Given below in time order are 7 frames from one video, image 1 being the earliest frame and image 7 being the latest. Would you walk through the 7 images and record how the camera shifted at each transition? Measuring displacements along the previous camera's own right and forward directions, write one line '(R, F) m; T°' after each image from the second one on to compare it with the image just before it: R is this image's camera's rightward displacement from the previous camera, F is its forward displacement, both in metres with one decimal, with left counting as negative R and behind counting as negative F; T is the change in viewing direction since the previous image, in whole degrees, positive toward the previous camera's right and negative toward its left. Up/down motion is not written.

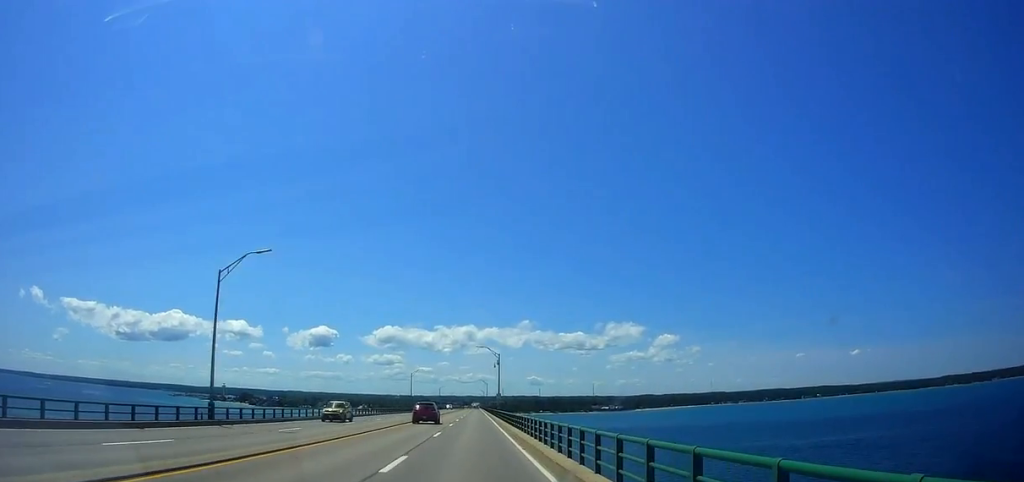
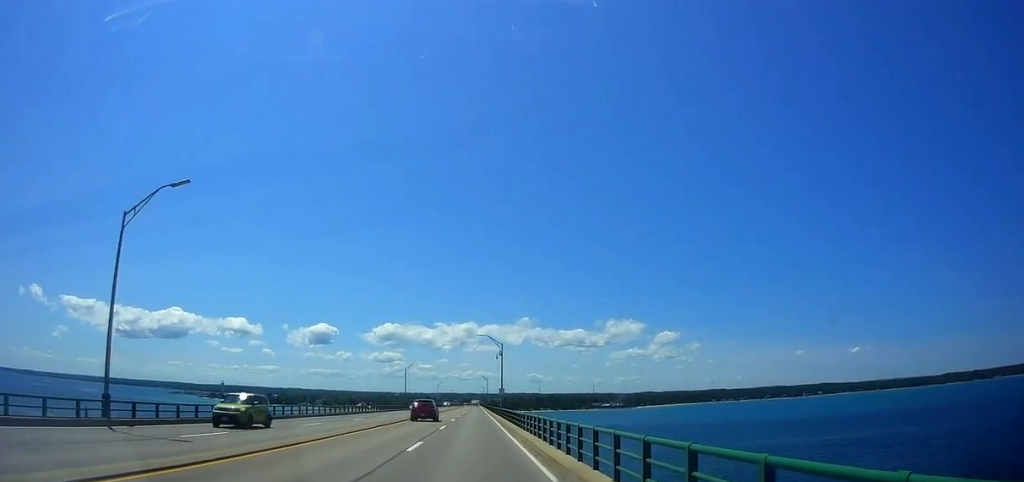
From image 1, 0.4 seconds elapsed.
(0.0, +10.0) m; 0°
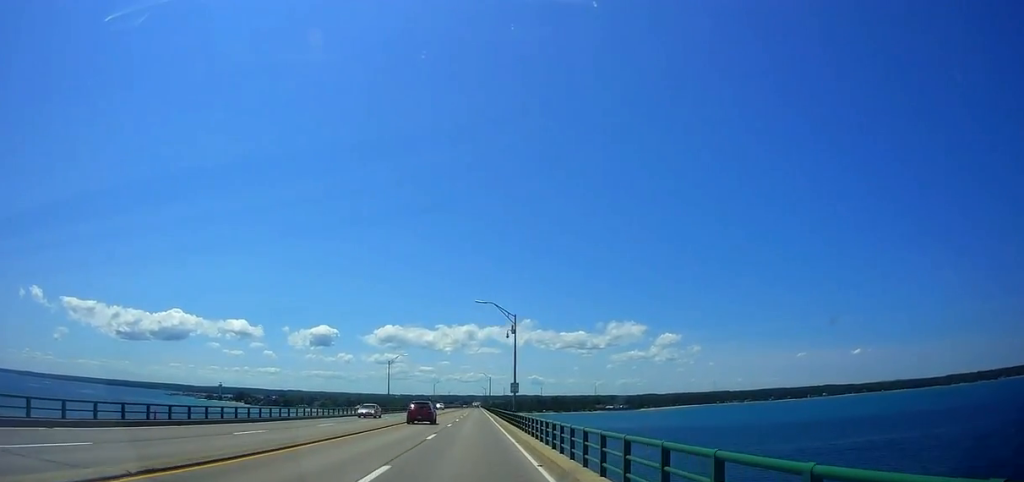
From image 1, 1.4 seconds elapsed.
(-0.1, +23.2) m; 0°
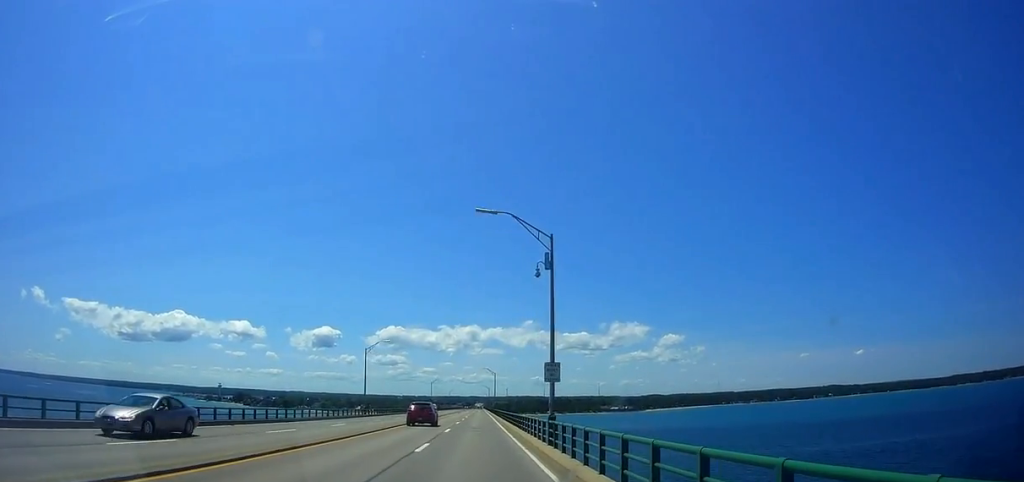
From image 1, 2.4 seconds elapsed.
(0.0, +21.7) m; -1°
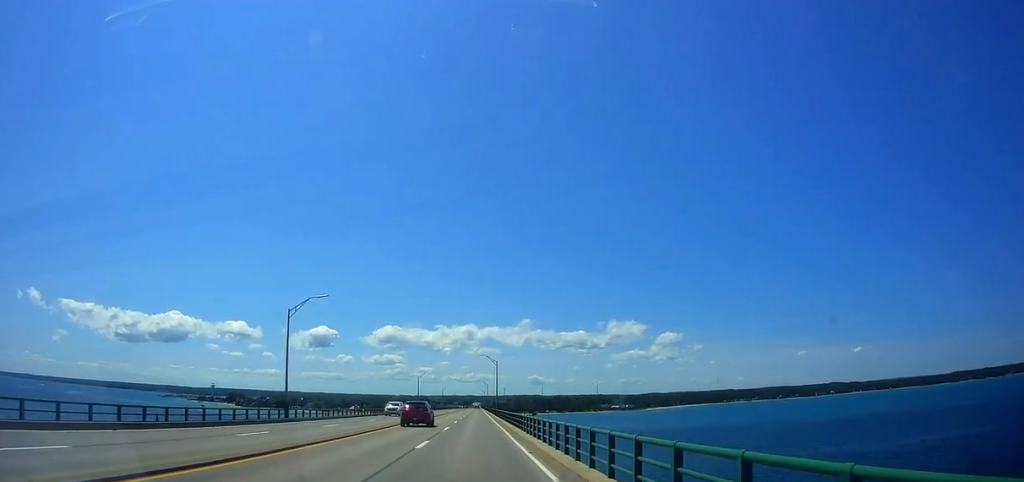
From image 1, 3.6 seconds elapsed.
(-0.2, +29.6) m; +1°
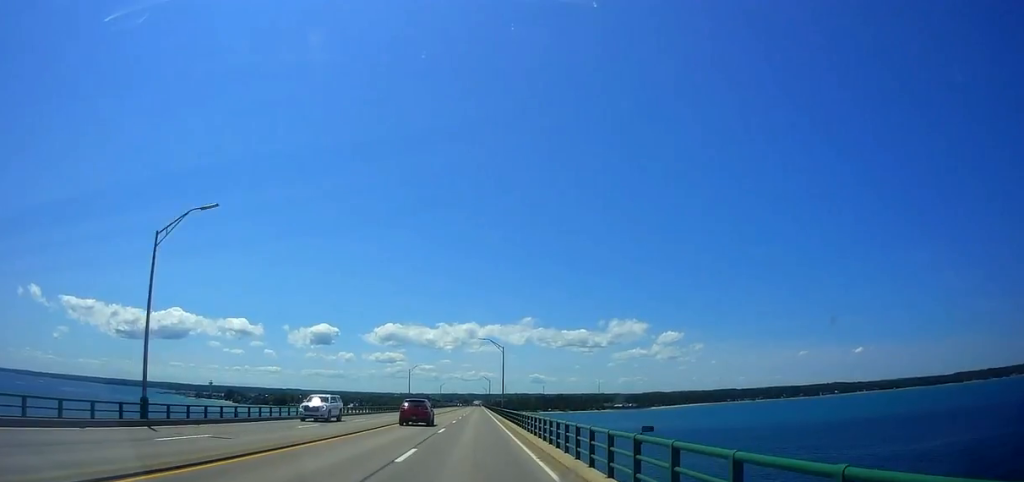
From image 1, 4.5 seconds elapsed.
(+0.3, +20.2) m; +1°
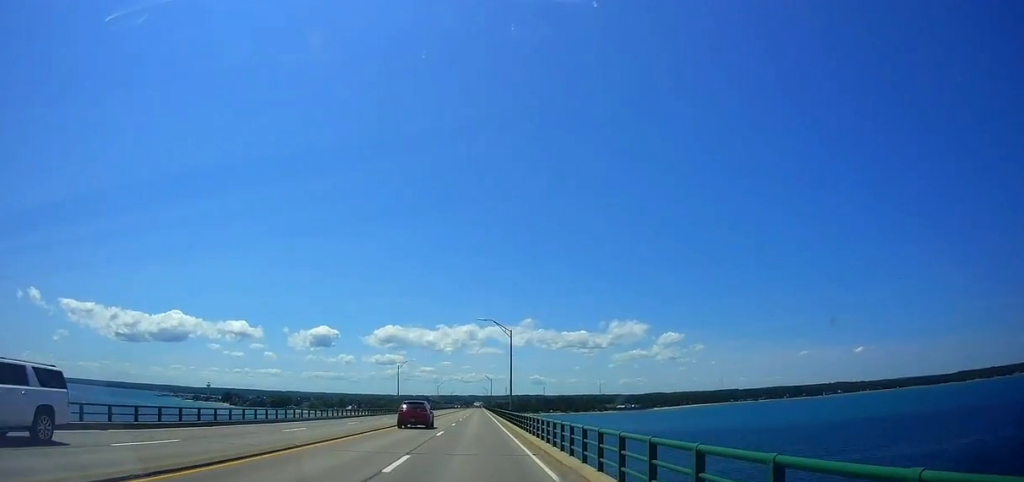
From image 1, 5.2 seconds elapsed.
(0.0, +17.2) m; 0°
